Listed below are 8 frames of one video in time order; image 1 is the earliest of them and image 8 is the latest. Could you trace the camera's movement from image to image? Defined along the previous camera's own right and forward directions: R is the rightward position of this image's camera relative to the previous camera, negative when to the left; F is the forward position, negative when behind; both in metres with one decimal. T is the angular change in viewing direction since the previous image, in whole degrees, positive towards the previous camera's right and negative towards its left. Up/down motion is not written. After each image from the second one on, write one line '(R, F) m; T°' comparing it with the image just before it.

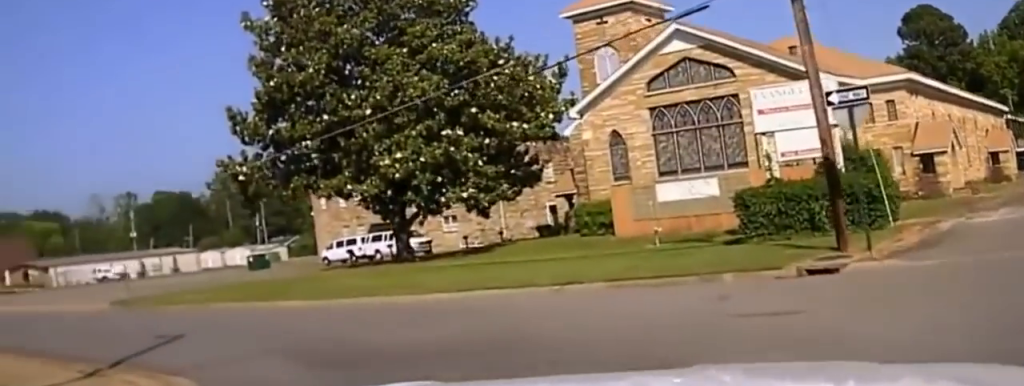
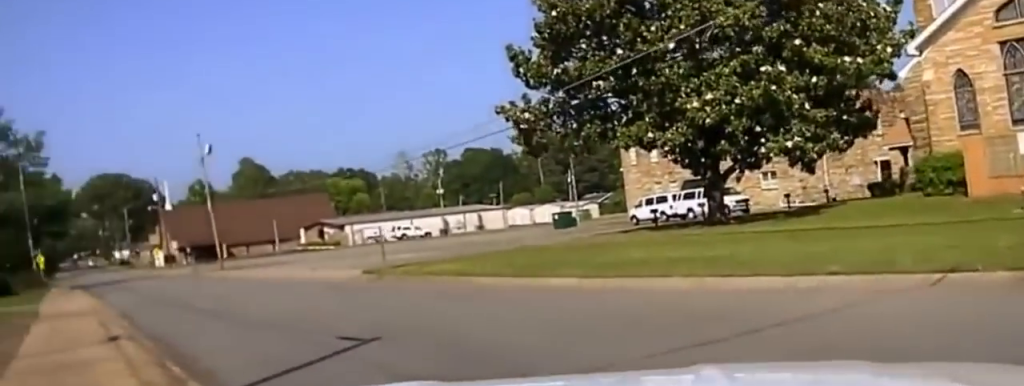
(-1.0, +7.9) m; -21°
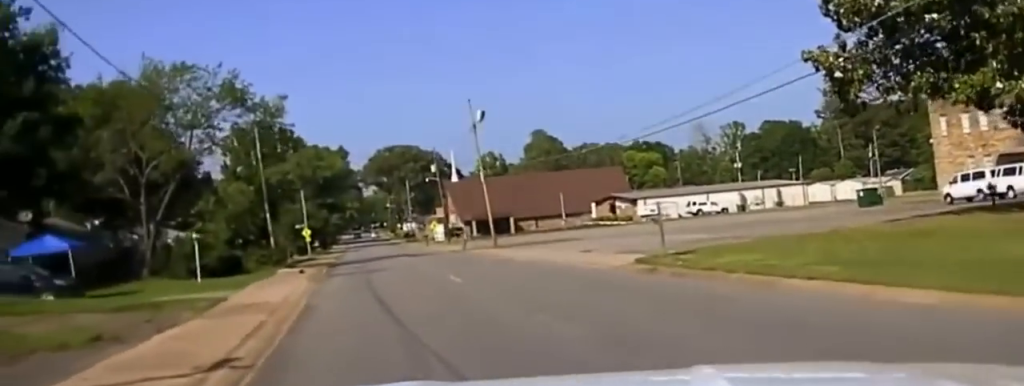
(-2.1, +7.9) m; -23°
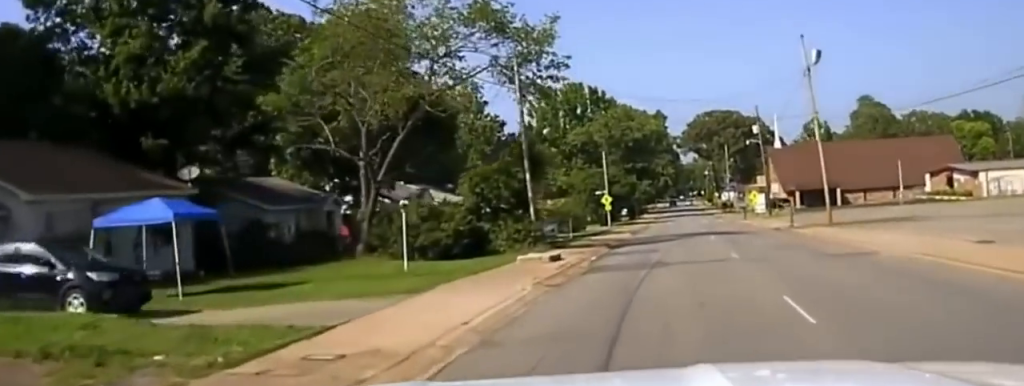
(-4.2, +14.5) m; -20°
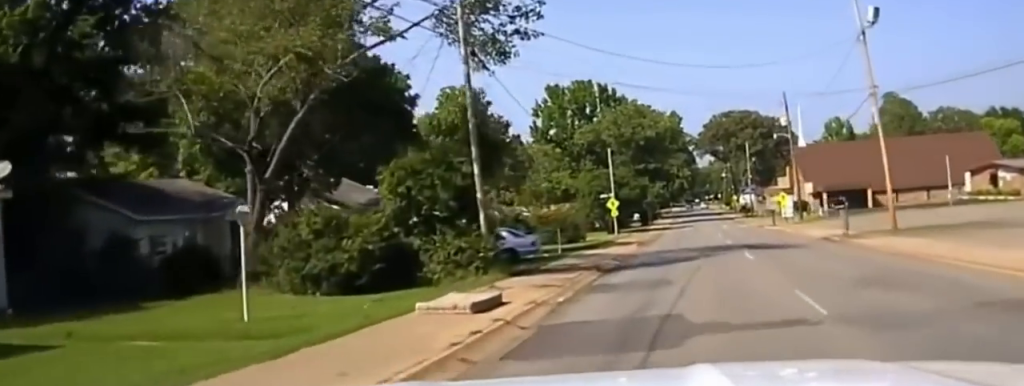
(+0.3, +12.2) m; +1°
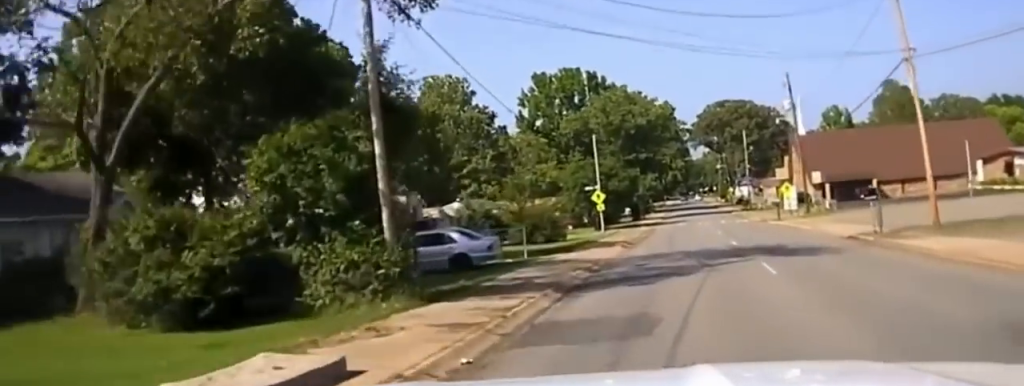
(0.0, +8.2) m; +1°
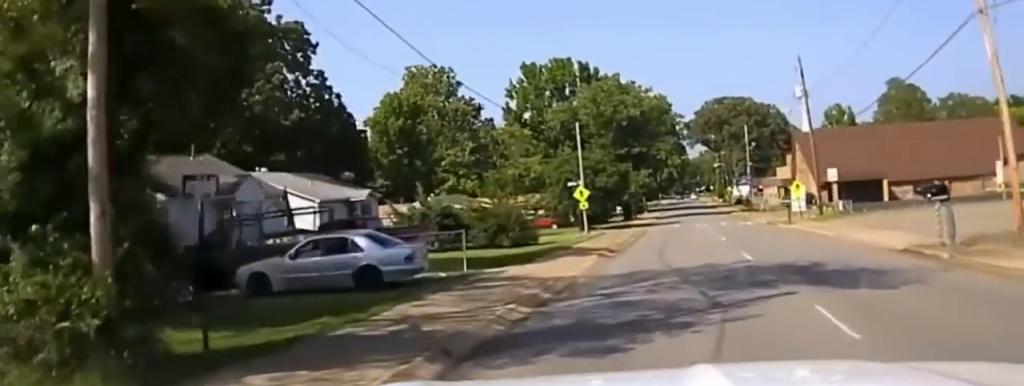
(-0.1, +8.3) m; 0°
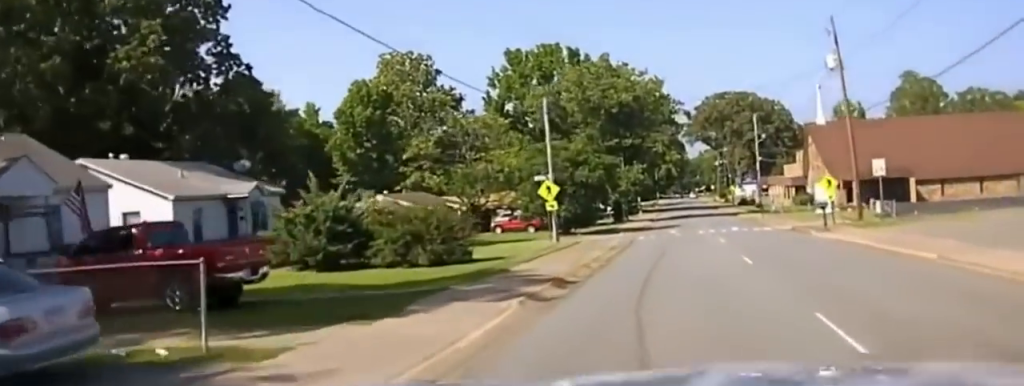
(+0.2, +13.9) m; +1°
